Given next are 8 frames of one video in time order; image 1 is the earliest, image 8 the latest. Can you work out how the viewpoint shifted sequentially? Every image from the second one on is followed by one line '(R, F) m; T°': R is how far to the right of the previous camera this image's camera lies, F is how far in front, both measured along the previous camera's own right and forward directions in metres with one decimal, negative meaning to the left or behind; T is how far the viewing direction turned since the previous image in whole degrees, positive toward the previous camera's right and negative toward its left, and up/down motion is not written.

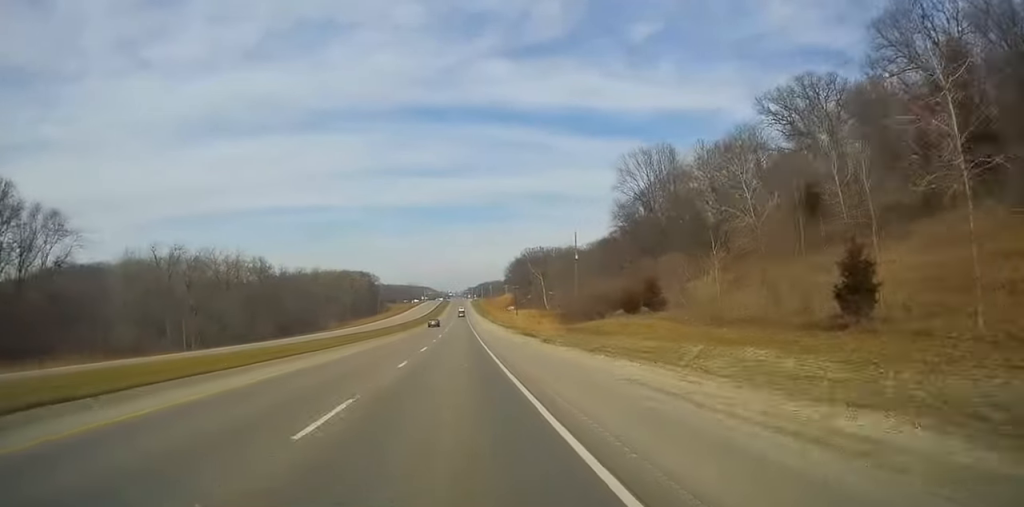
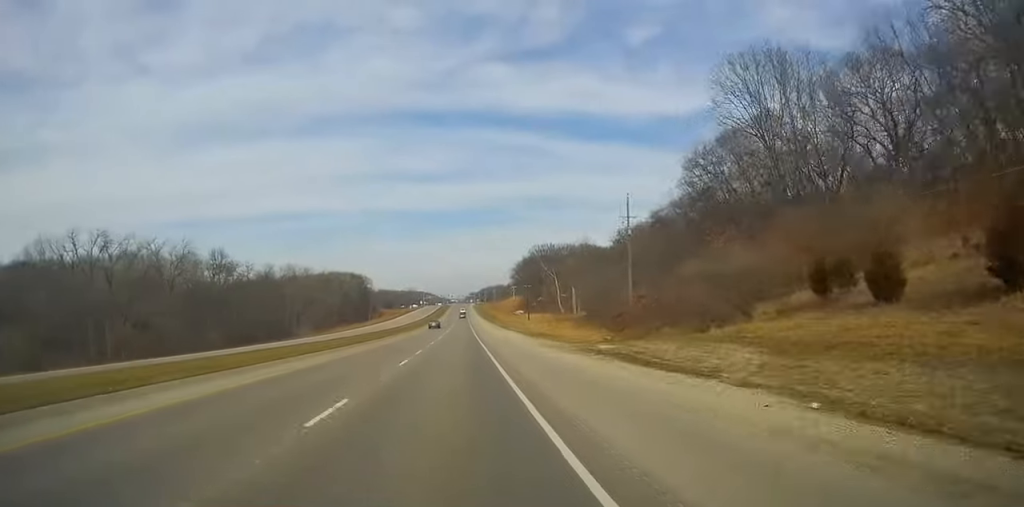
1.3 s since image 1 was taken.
(+0.3, +33.0) m; -1°
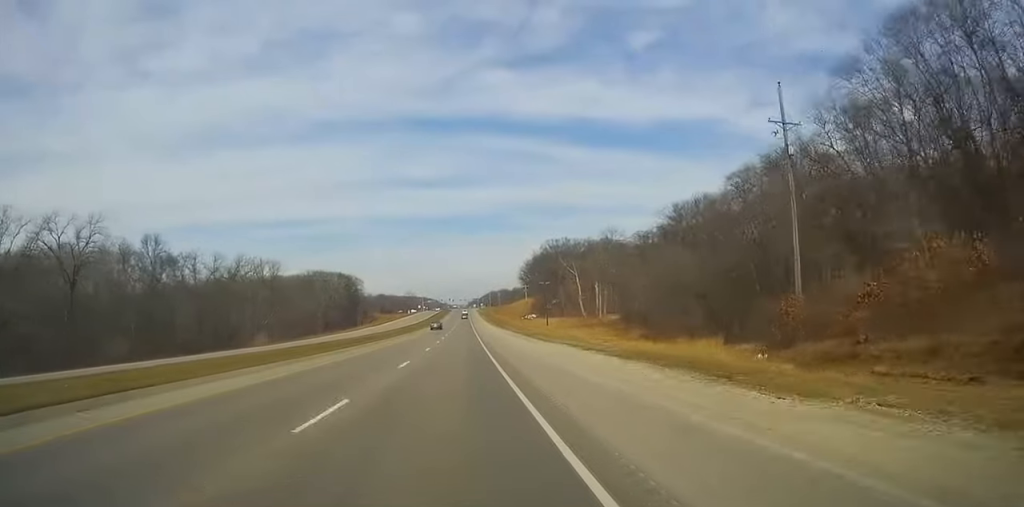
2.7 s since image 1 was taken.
(-0.3, +36.7) m; 0°
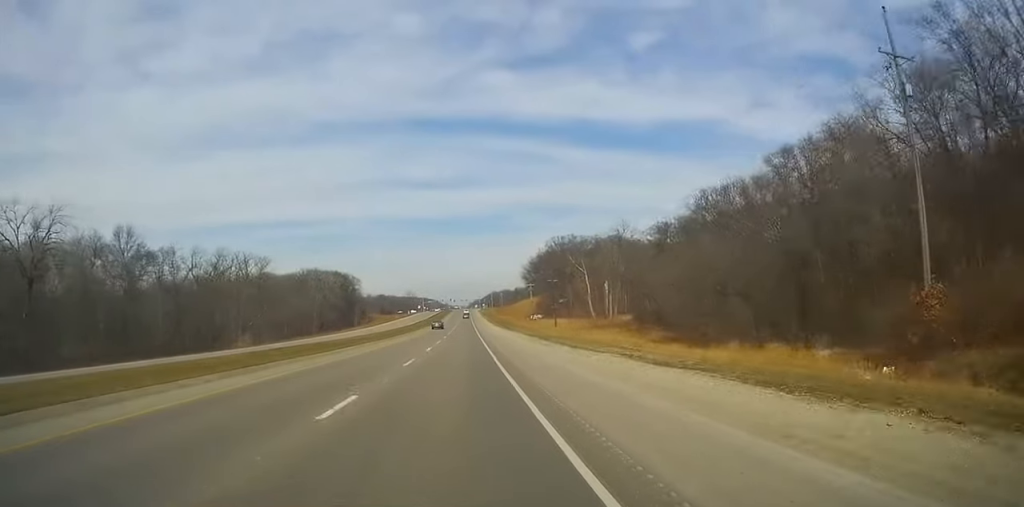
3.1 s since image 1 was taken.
(+0.2, +11.7) m; 0°
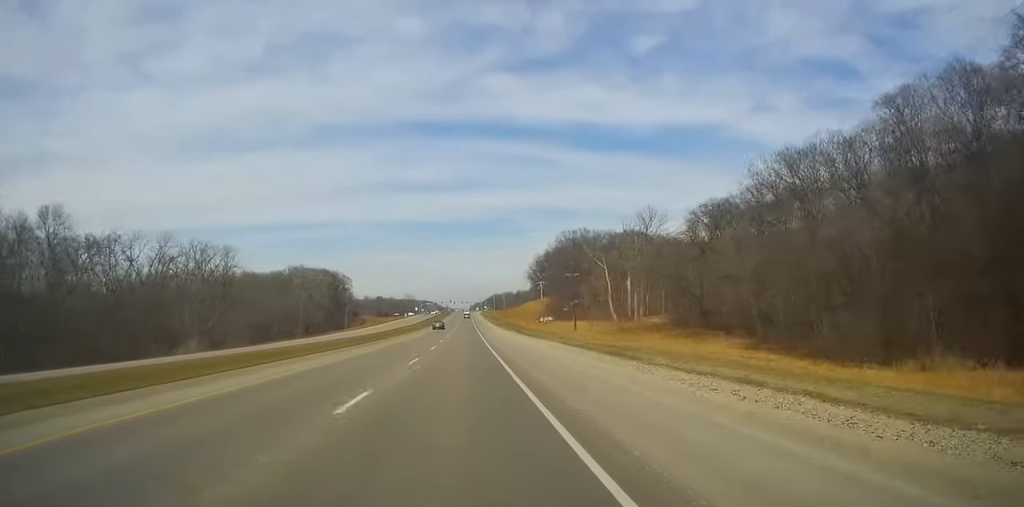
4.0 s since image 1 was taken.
(-0.4, +23.7) m; -2°
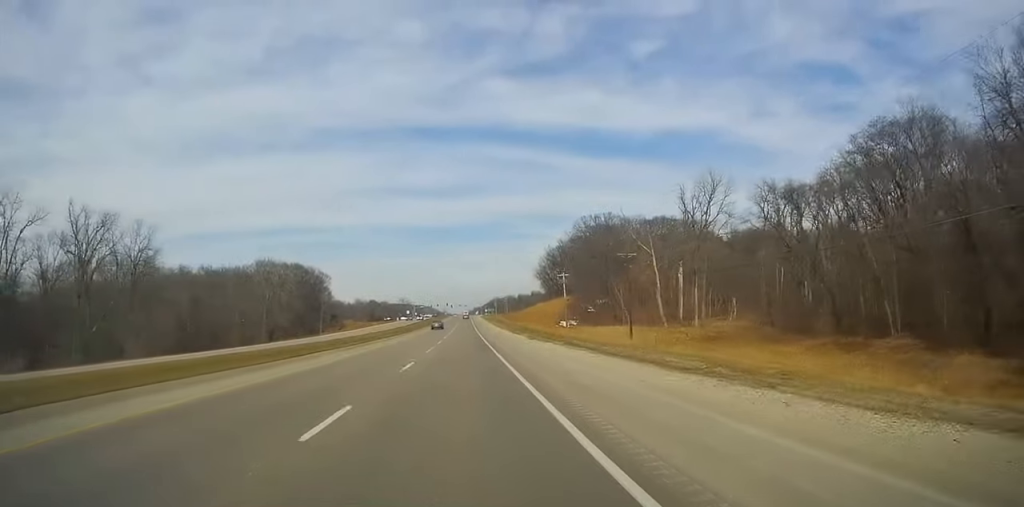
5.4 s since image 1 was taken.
(-0.1, +38.9) m; +1°
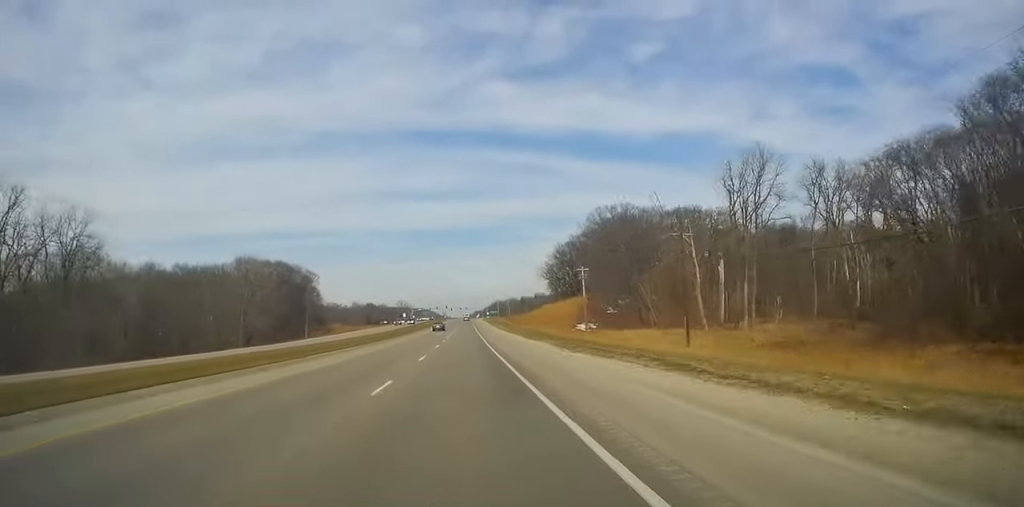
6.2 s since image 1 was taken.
(+0.4, +19.5) m; +1°
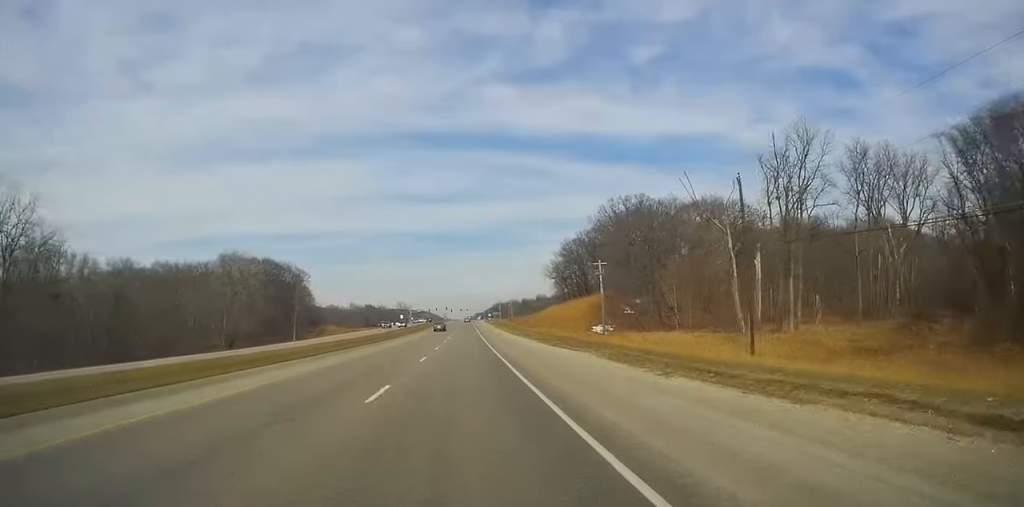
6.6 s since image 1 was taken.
(-0.2, +13.1) m; -1°
